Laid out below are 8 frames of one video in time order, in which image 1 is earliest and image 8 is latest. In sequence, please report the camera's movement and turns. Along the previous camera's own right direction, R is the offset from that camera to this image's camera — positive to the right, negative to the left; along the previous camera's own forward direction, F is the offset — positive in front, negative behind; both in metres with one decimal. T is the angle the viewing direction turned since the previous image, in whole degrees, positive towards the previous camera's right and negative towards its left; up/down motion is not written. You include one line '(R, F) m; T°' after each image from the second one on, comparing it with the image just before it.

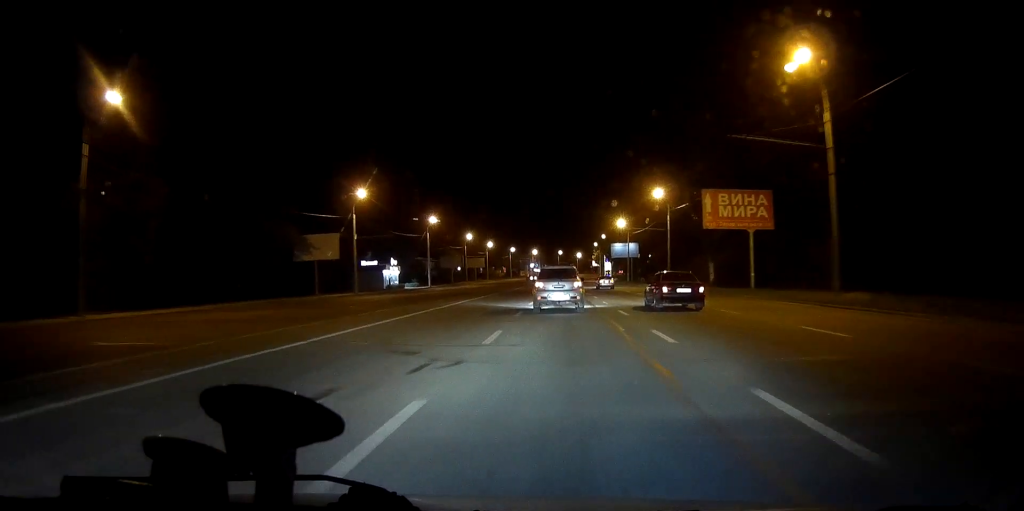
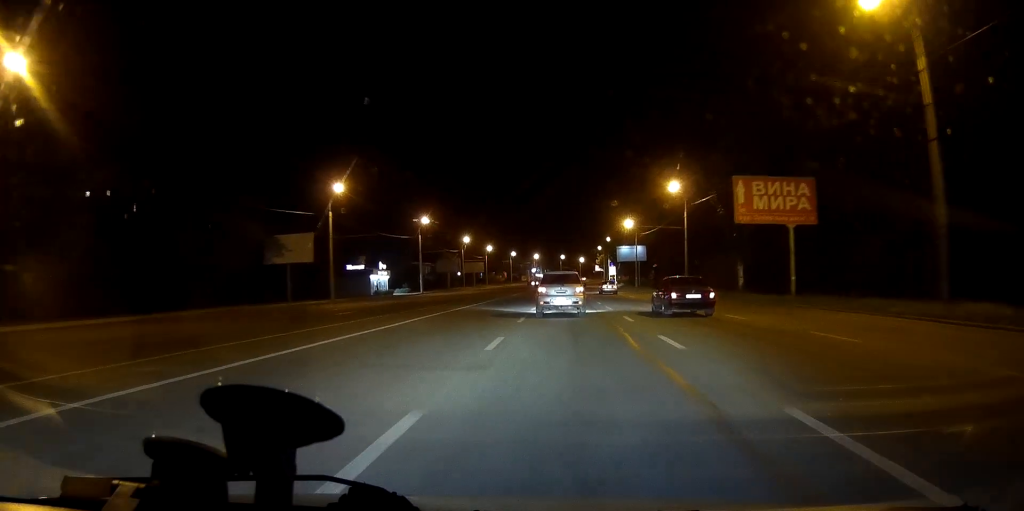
(0.0, +9.6) m; 0°
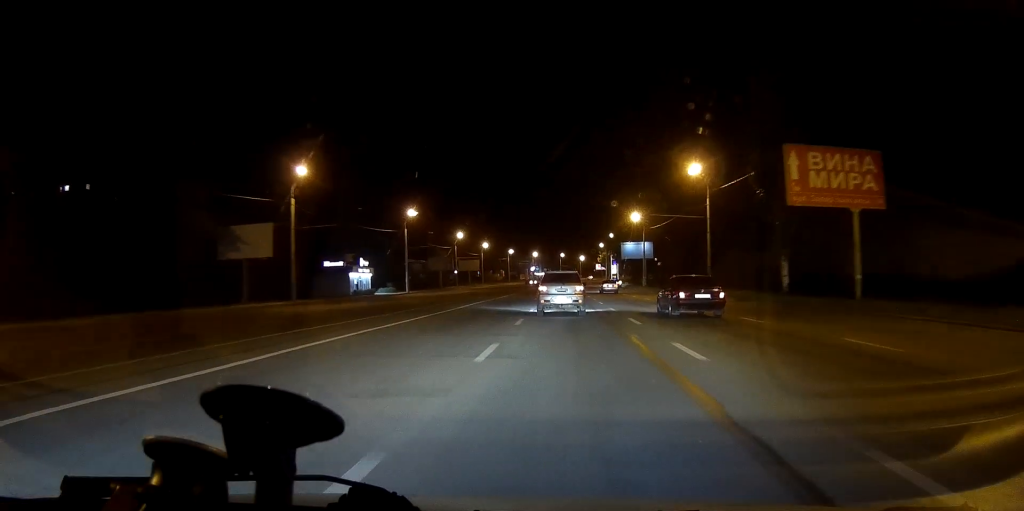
(+0.1, +10.9) m; 0°
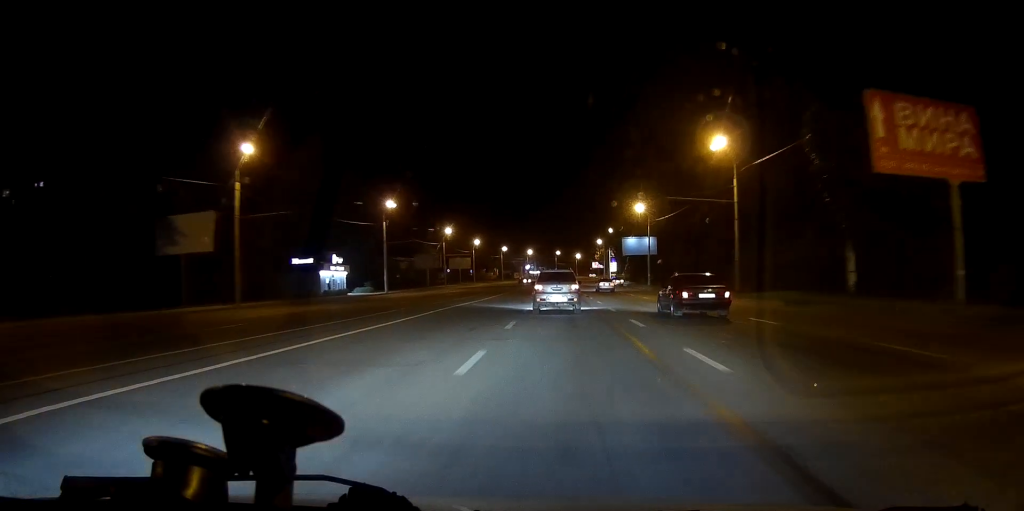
(0.0, +10.9) m; 0°
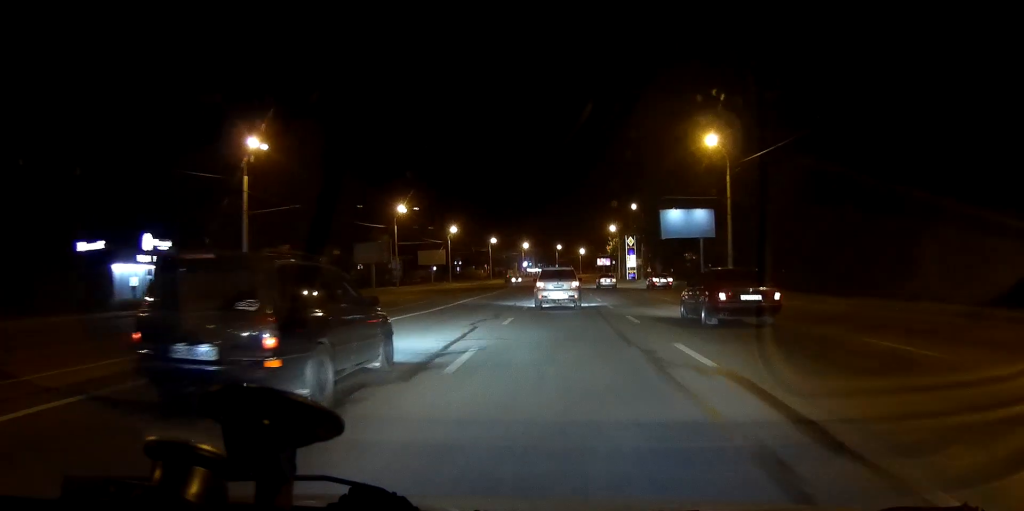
(-0.9, +45.1) m; 0°
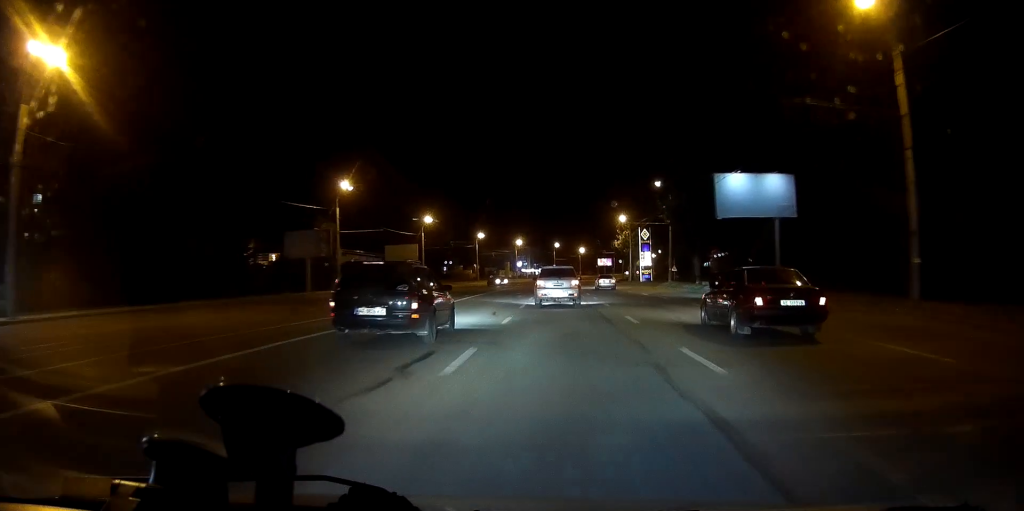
(+1.0, +27.7) m; +1°
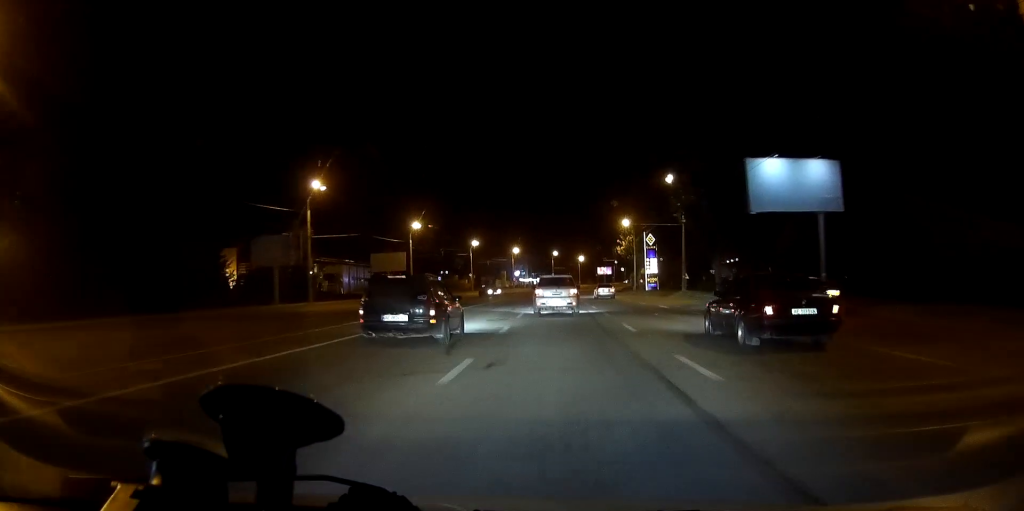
(0.0, +9.2) m; -1°
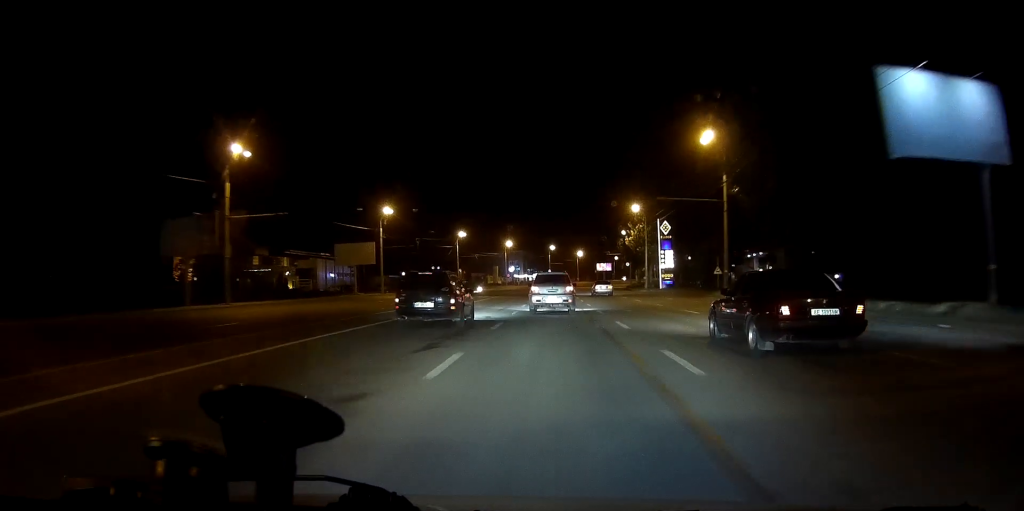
(-0.2, +18.1) m; -1°
